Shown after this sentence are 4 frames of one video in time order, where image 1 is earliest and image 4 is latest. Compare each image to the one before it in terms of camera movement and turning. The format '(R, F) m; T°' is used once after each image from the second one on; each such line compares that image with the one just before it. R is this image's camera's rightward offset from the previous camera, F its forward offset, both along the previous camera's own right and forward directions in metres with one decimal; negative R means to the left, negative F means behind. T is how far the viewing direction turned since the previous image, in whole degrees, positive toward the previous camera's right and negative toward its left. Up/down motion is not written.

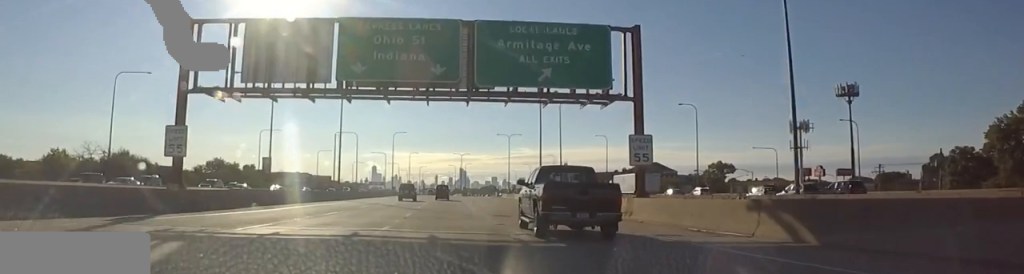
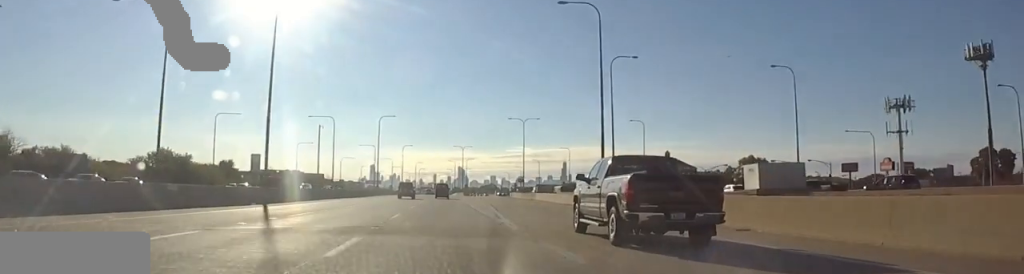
(-0.4, +31.0) m; -1°
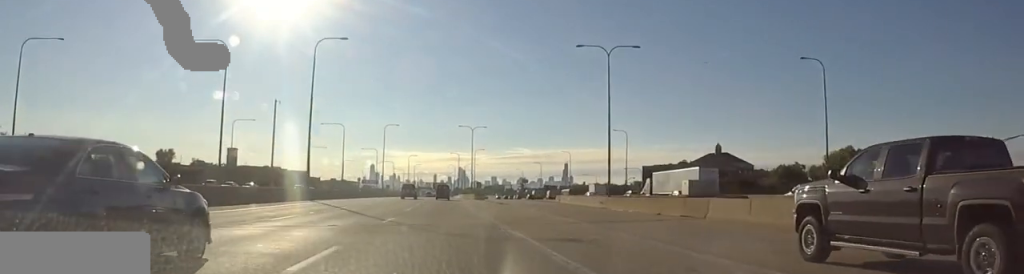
(-0.5, +61.2) m; 0°
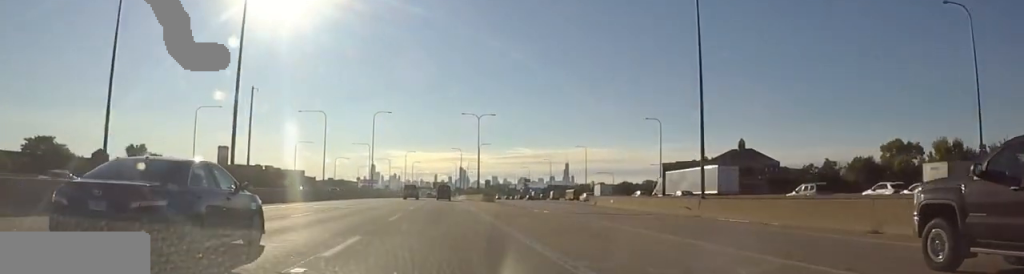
(+0.3, +21.0) m; 0°
